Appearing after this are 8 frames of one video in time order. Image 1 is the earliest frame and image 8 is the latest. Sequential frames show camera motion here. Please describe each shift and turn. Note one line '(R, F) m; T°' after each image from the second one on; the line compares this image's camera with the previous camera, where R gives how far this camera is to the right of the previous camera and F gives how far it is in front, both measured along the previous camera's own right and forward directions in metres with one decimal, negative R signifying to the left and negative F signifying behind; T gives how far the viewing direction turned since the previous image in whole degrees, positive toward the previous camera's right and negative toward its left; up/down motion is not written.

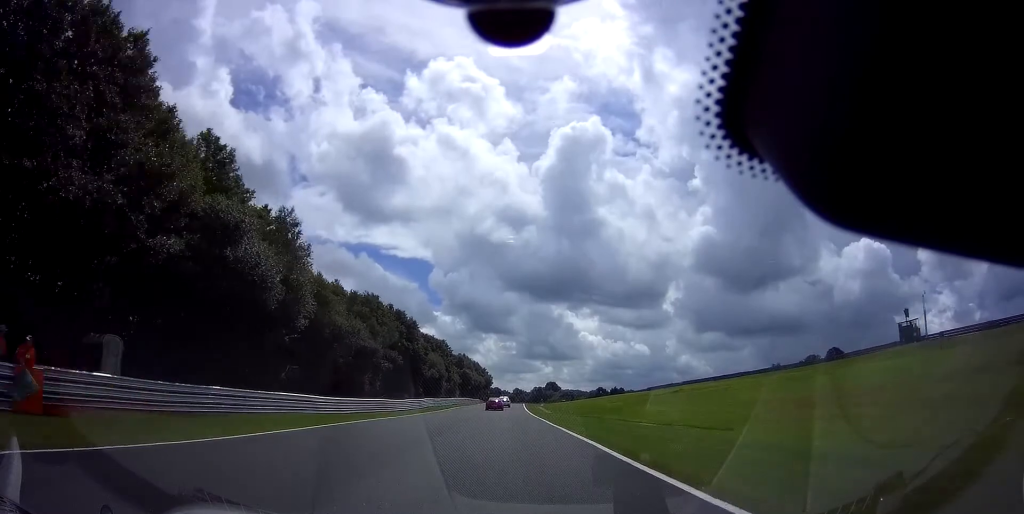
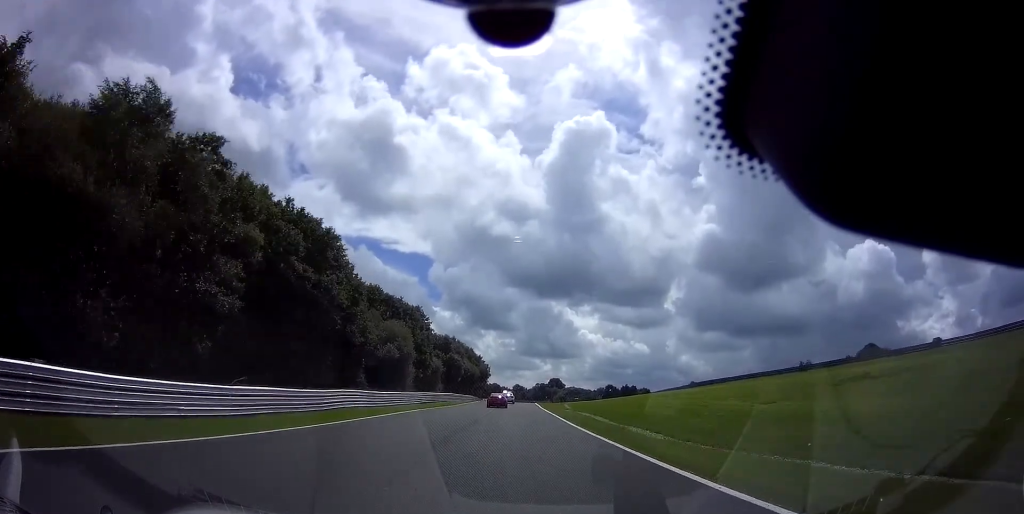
(+0.1, +36.7) m; 0°
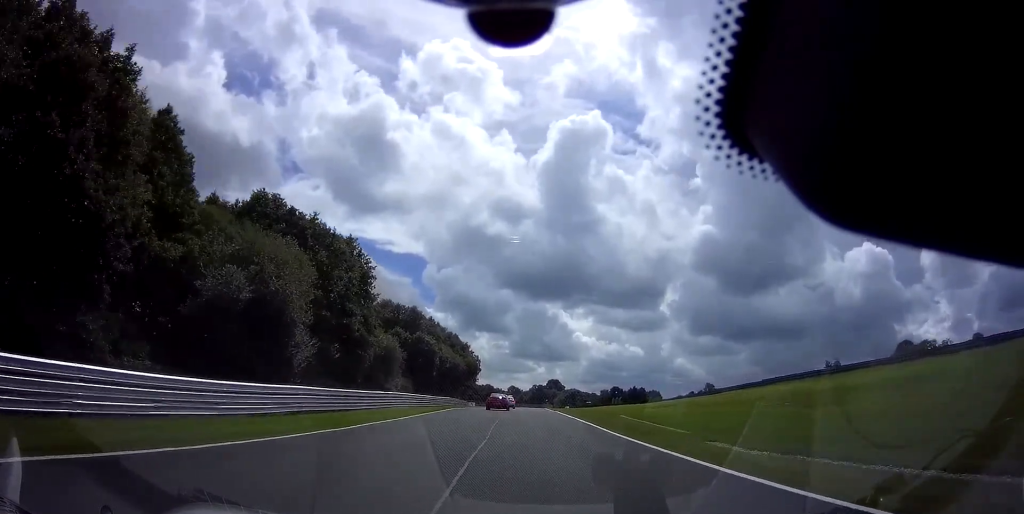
(+0.1, +34.4) m; +1°
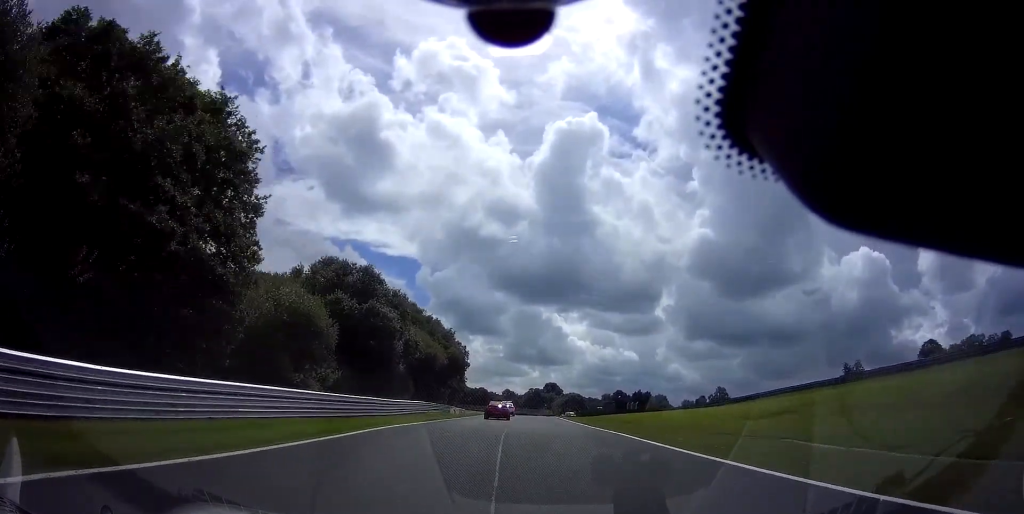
(+0.1, +22.4) m; +1°
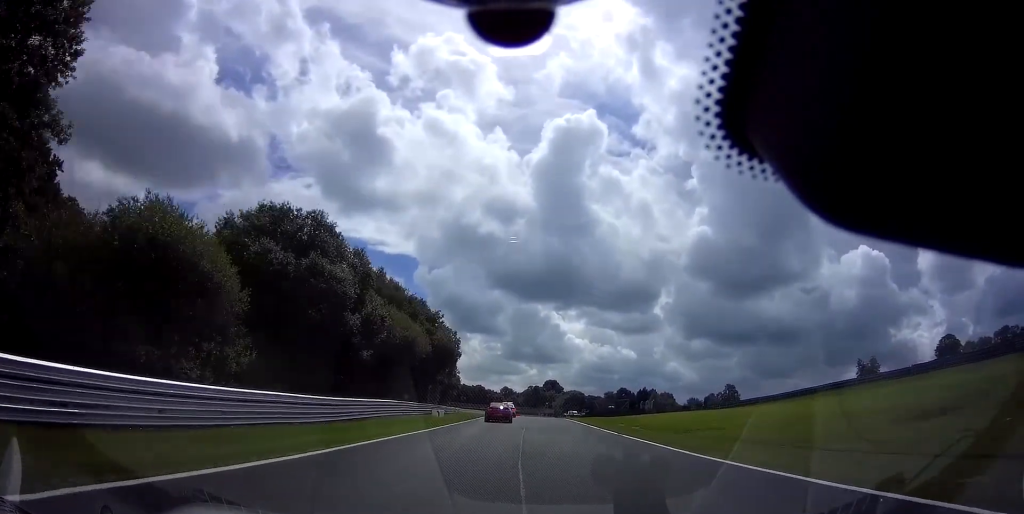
(0.0, +13.6) m; 0°
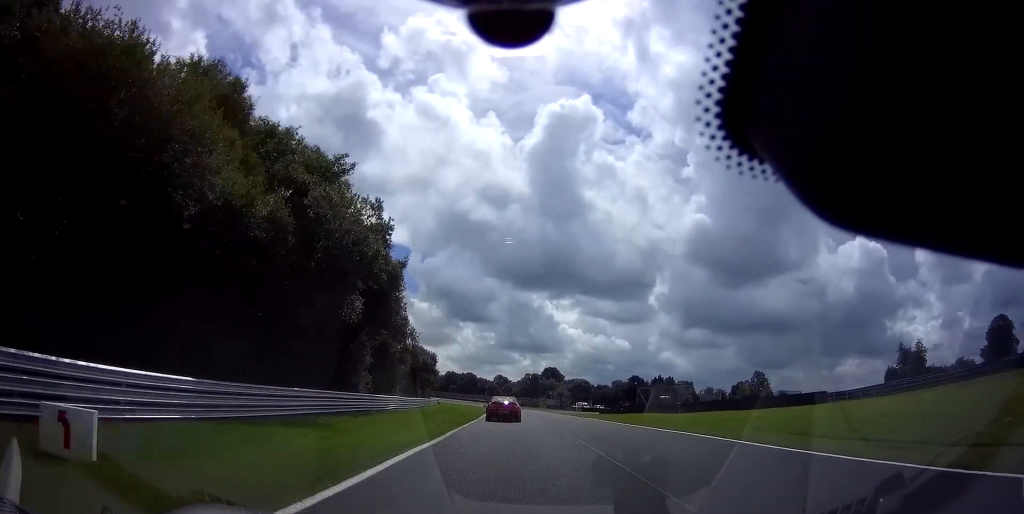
(+0.4, +36.5) m; +1°
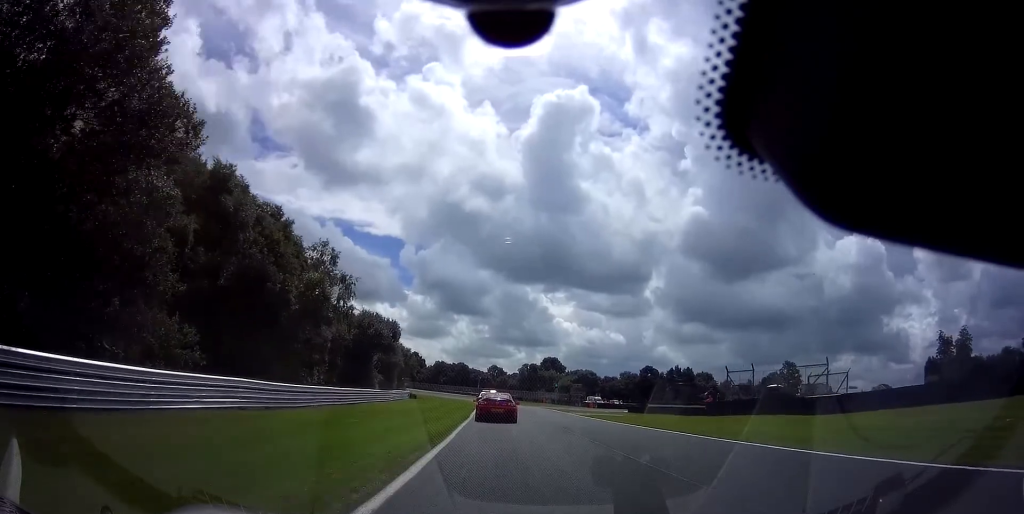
(0.0, +29.3) m; 0°
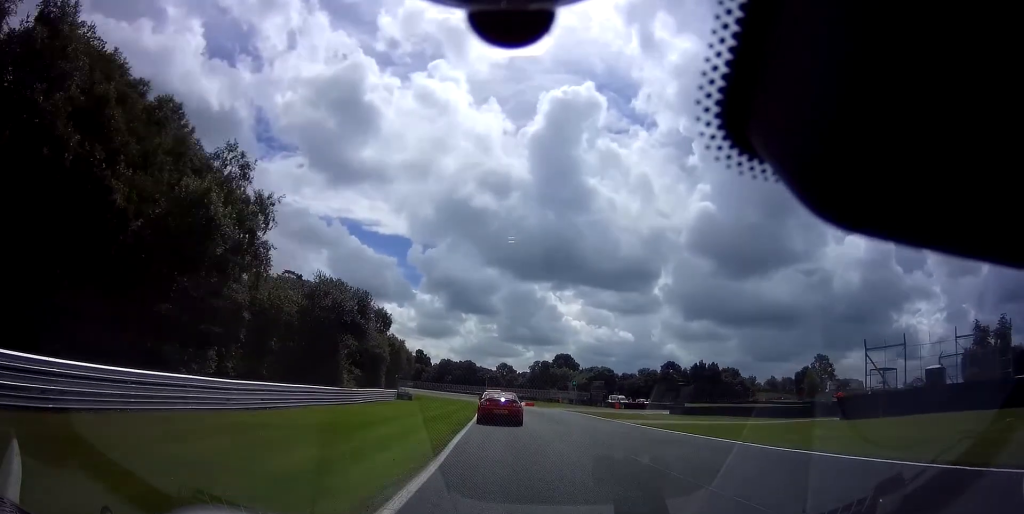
(0.0, +16.4) m; 0°
